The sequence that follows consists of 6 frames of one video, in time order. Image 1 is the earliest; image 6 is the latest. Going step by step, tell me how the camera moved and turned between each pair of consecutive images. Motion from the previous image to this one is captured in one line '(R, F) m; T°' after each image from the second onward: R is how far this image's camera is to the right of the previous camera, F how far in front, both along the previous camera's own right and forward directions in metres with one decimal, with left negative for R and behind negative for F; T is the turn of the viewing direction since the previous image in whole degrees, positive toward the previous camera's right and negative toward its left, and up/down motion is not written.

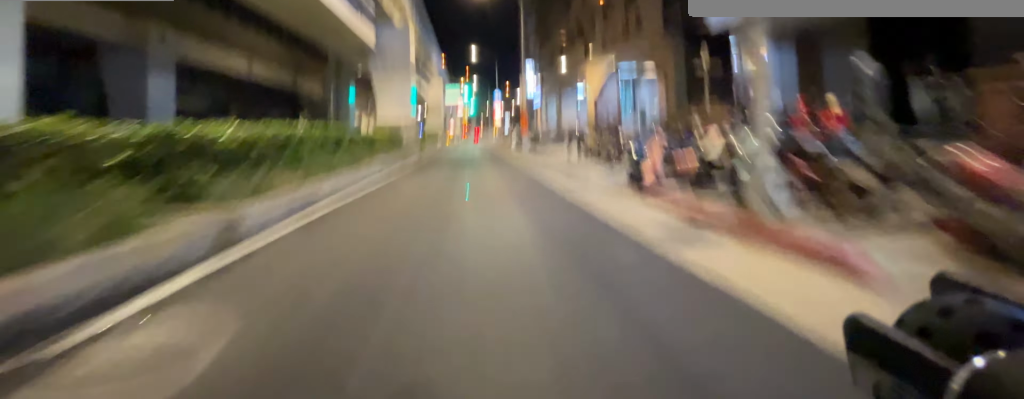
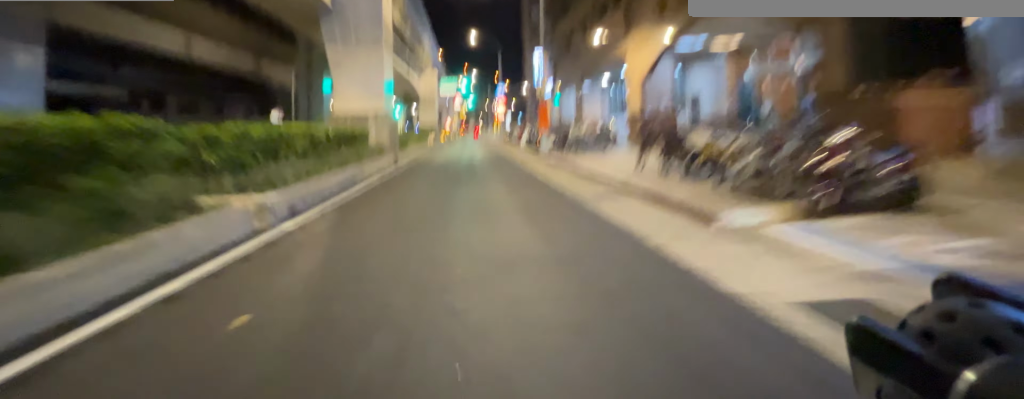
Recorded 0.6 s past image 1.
(+0.1, +5.8) m; +1°
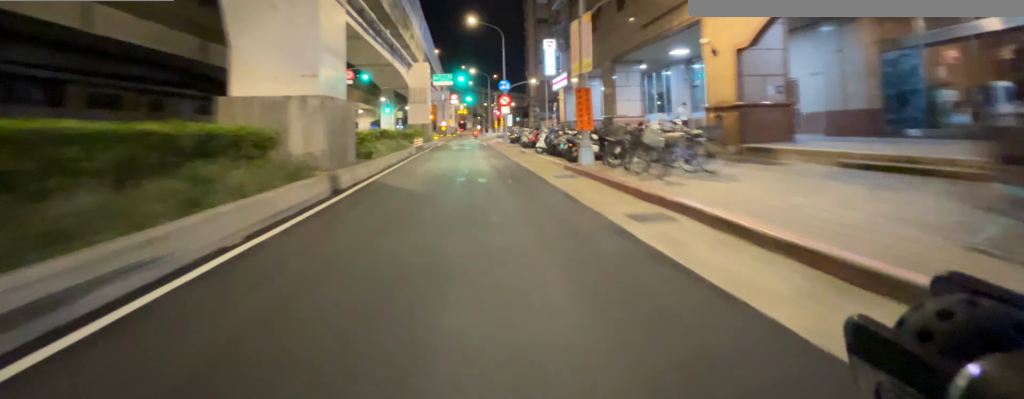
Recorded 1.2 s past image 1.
(+0.1, +5.3) m; +1°
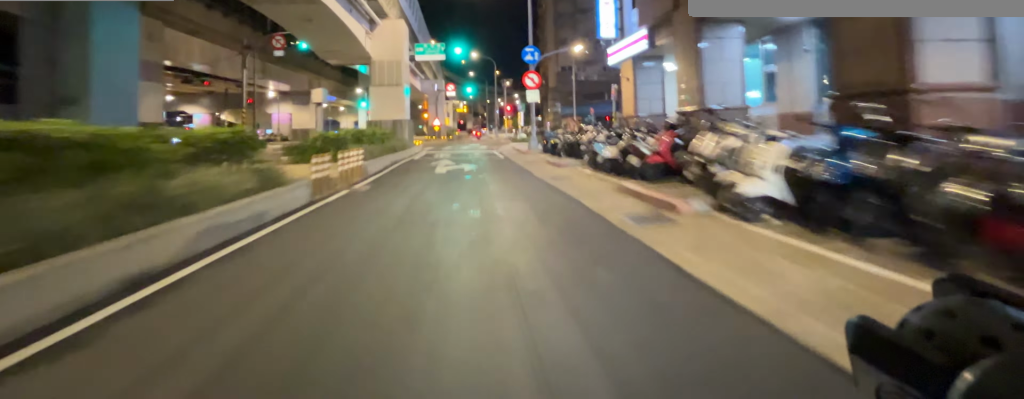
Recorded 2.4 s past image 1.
(+0.1, +11.2) m; +1°
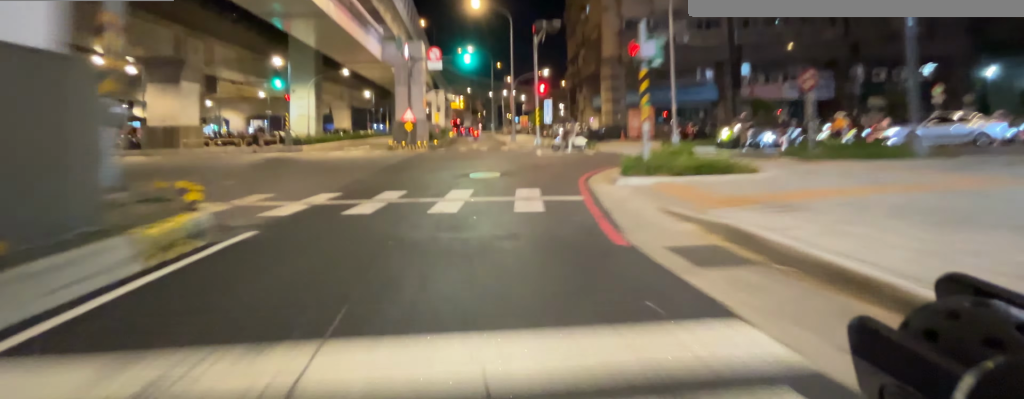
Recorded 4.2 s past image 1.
(+0.1, +18.1) m; 0°
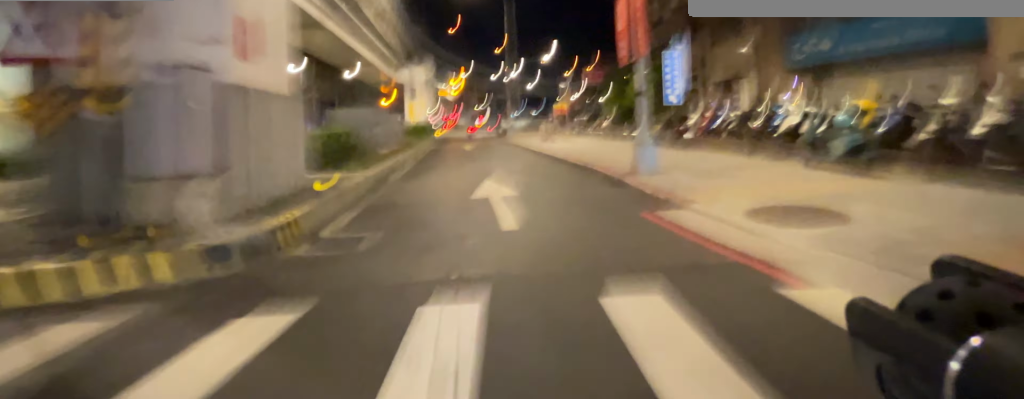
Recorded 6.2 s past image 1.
(-0.9, +24.4) m; -5°
